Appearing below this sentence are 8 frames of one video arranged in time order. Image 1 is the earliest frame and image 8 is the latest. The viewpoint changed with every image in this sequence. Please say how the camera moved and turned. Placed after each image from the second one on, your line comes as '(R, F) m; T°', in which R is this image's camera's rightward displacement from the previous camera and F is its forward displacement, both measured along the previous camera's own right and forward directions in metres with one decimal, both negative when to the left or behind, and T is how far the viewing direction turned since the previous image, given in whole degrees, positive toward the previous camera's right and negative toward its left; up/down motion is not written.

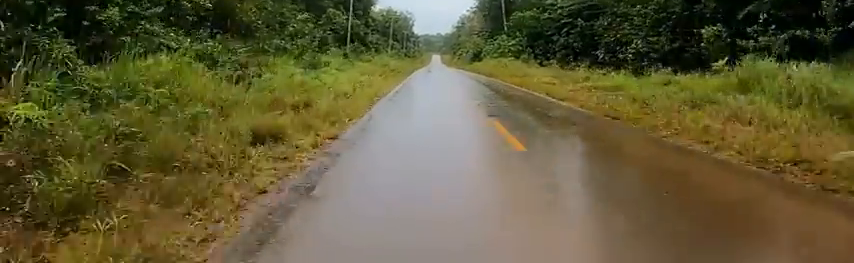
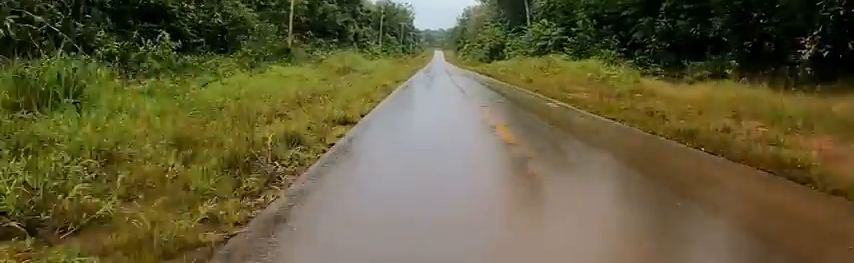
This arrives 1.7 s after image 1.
(-1.0, +23.2) m; -3°
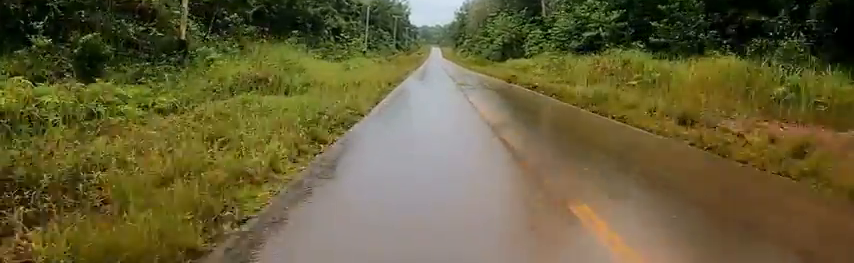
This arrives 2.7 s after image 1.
(0.0, +14.2) m; 0°
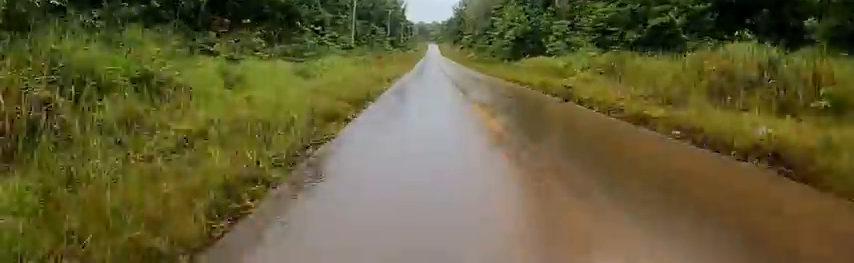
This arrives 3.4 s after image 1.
(0.0, +9.1) m; 0°
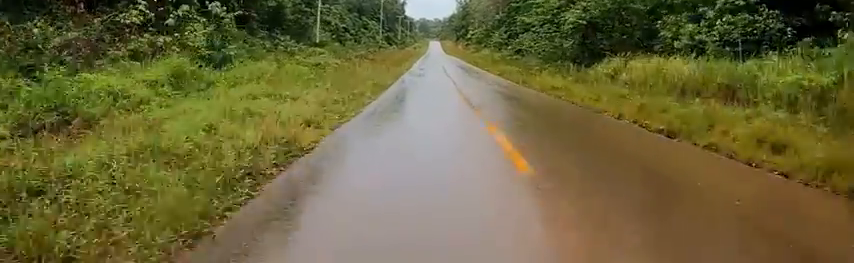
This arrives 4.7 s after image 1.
(0.0, +18.1) m; 0°
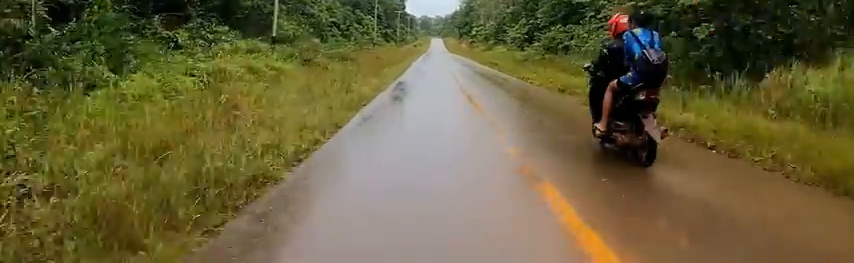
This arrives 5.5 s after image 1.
(0.0, +11.9) m; 0°
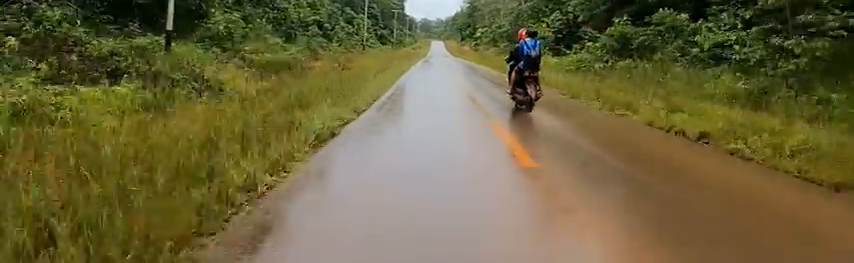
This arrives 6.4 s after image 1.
(-0.1, +13.0) m; 0°
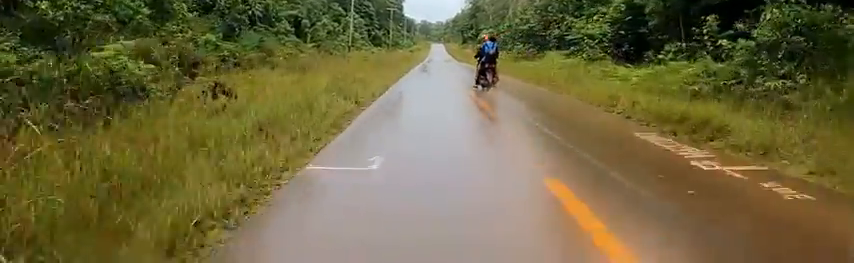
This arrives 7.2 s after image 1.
(0.0, +12.1) m; 0°
